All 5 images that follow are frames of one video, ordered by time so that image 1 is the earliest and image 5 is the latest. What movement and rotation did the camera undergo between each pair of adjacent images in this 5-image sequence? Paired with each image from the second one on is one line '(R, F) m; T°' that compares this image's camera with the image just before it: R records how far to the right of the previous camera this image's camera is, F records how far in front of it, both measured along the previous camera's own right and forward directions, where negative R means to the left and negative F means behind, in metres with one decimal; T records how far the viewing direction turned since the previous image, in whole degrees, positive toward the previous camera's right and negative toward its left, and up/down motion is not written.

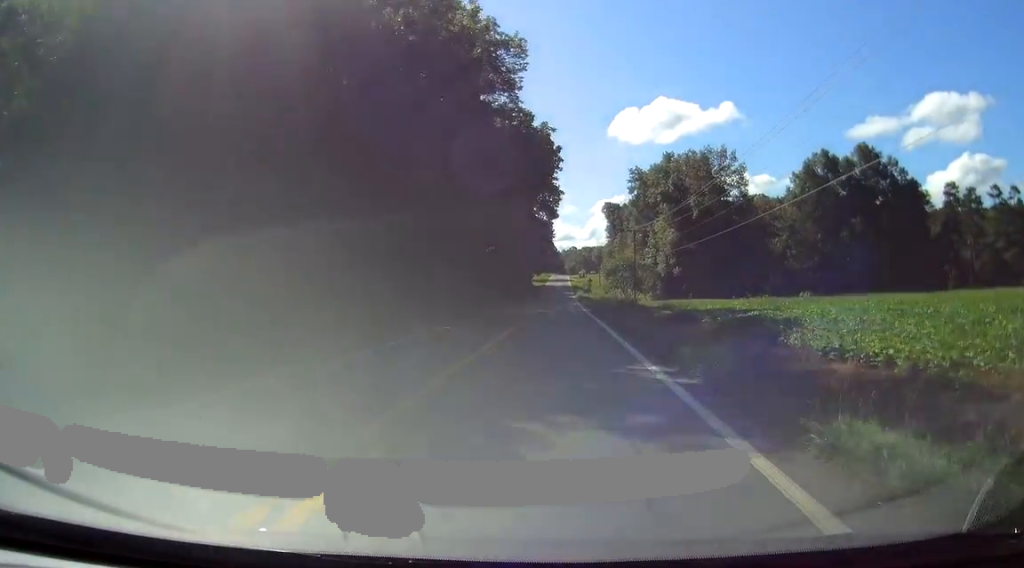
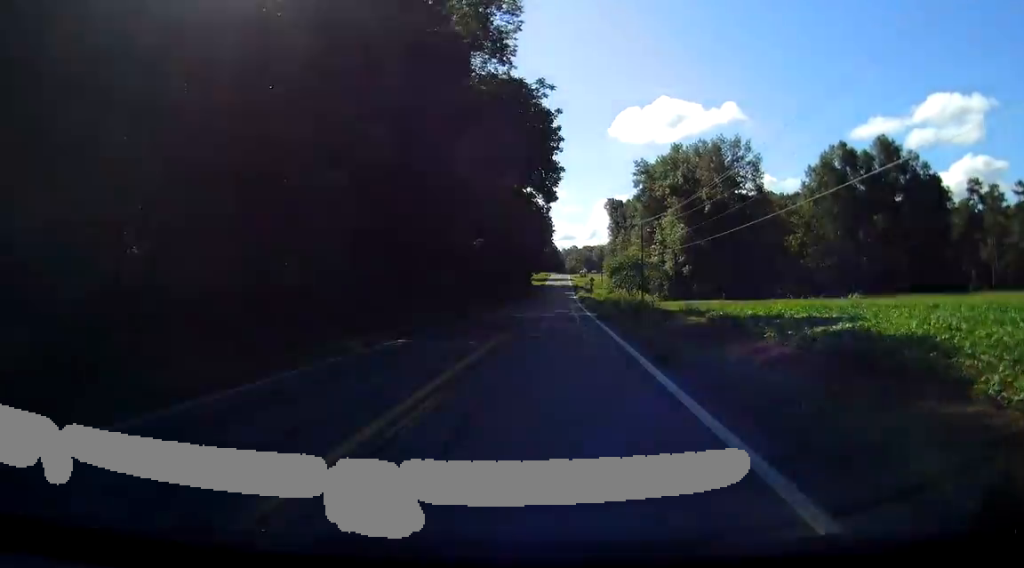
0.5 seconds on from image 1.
(0.0, +8.5) m; 0°
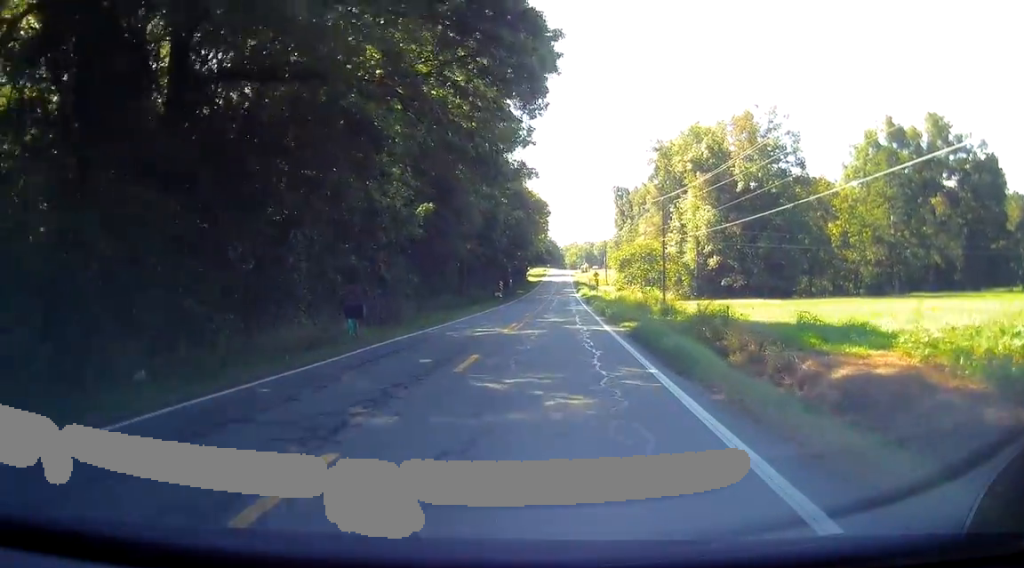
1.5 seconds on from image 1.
(0.0, +18.9) m; -1°
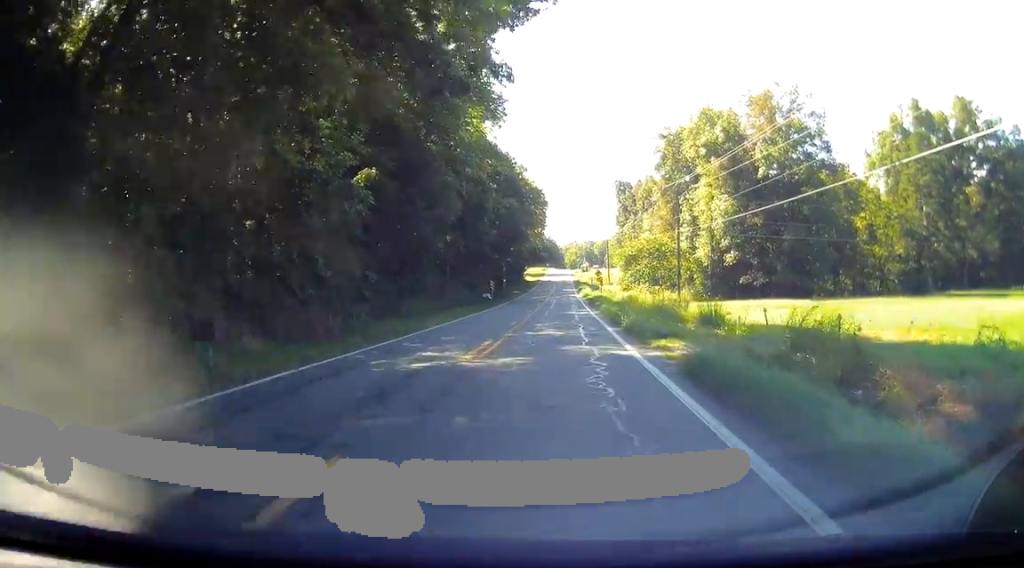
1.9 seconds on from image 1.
(0.0, +9.2) m; 0°
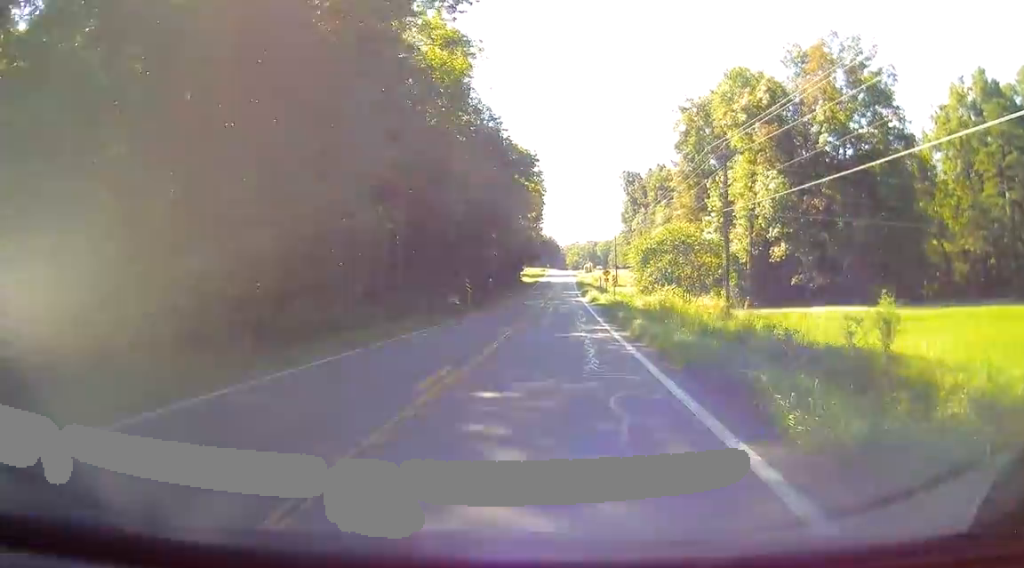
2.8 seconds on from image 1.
(-0.1, +17.2) m; -1°
